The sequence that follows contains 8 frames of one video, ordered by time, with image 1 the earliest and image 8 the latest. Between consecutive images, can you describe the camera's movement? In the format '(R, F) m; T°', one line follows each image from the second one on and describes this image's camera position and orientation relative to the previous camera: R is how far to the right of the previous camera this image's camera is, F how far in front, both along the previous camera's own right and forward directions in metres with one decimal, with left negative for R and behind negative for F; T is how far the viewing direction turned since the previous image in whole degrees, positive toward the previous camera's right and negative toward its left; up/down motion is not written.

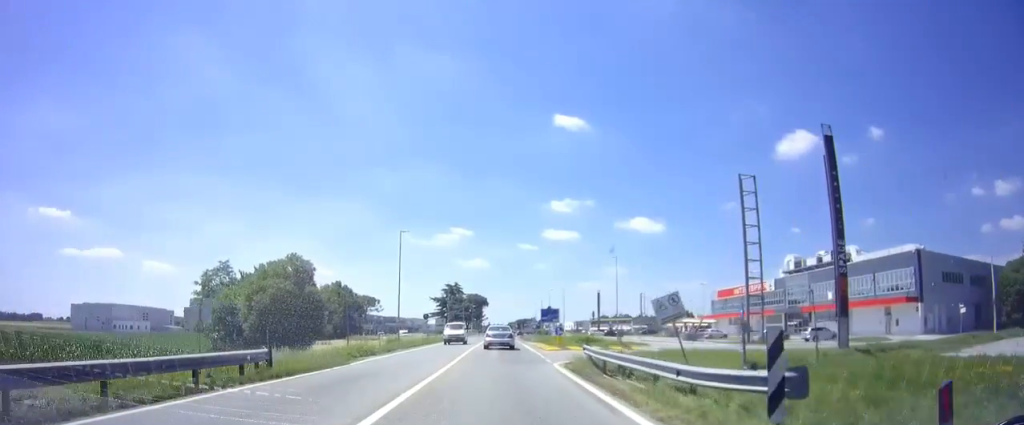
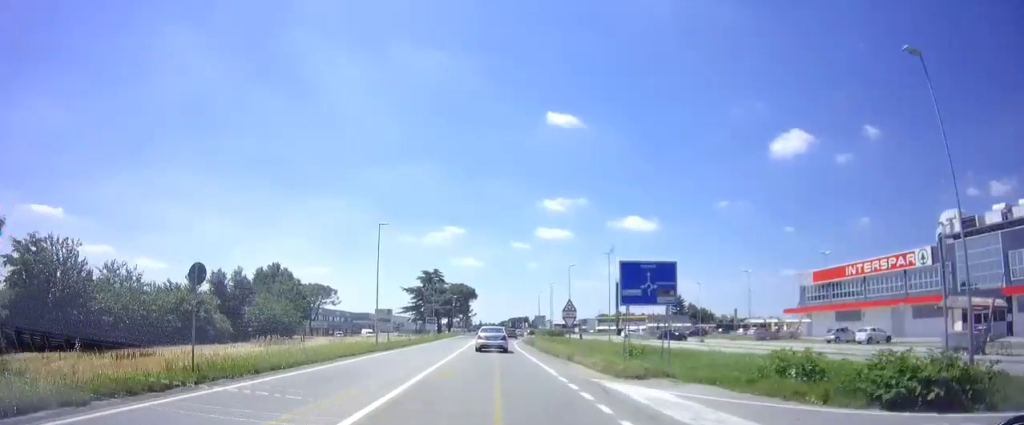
(-0.7, +39.4) m; -1°
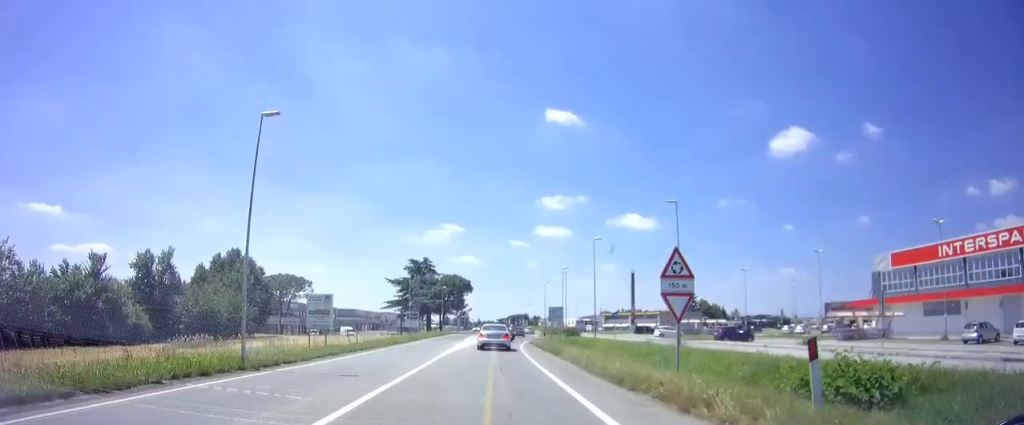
(+0.3, +17.8) m; +1°
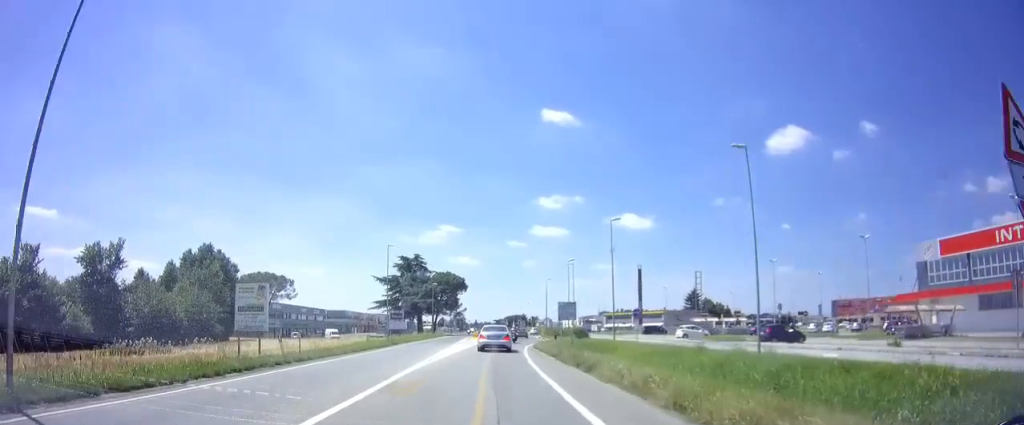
(+0.1, +8.9) m; 0°
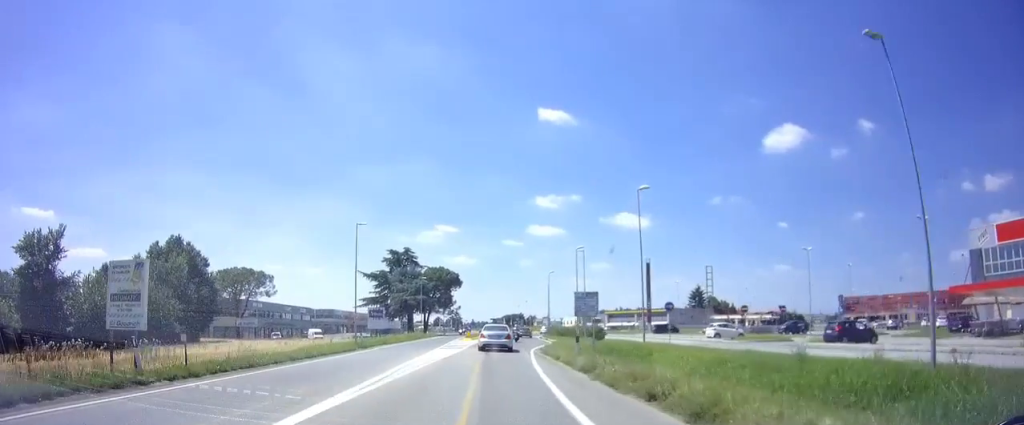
(-0.2, +9.3) m; -1°
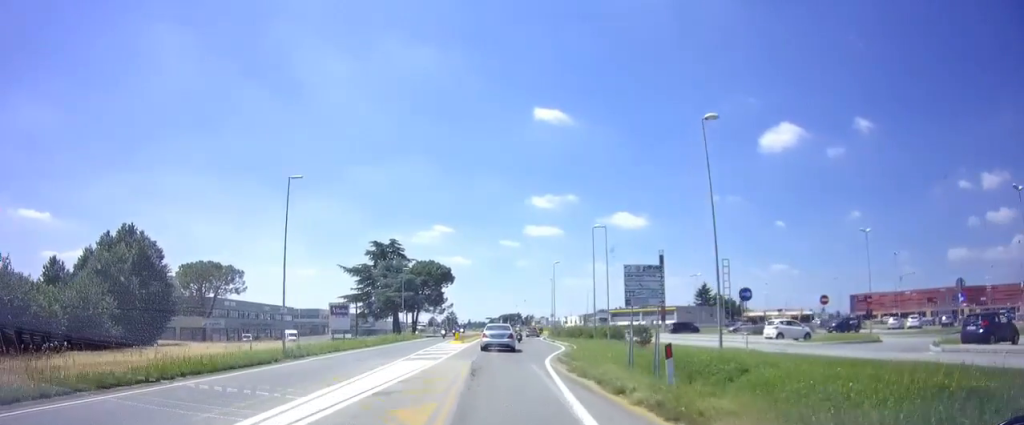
(0.0, +11.2) m; +1°
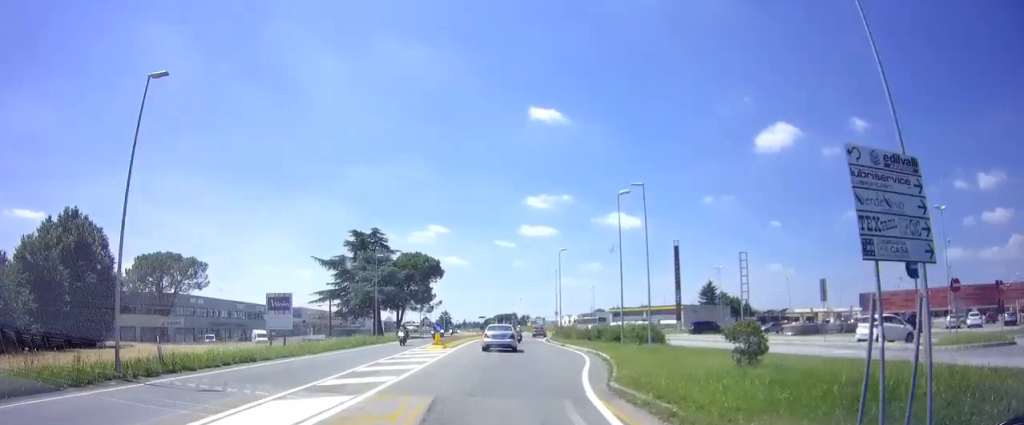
(+0.2, +10.9) m; +1°
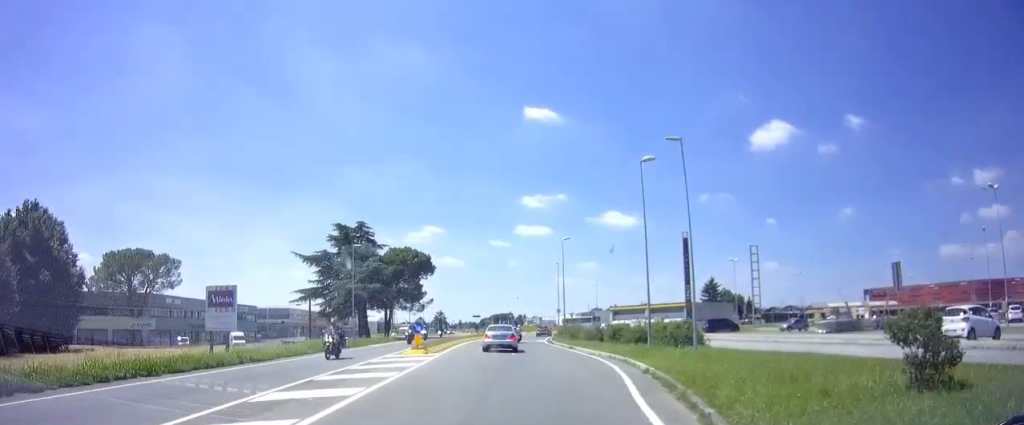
(+0.2, +6.4) m; 0°
